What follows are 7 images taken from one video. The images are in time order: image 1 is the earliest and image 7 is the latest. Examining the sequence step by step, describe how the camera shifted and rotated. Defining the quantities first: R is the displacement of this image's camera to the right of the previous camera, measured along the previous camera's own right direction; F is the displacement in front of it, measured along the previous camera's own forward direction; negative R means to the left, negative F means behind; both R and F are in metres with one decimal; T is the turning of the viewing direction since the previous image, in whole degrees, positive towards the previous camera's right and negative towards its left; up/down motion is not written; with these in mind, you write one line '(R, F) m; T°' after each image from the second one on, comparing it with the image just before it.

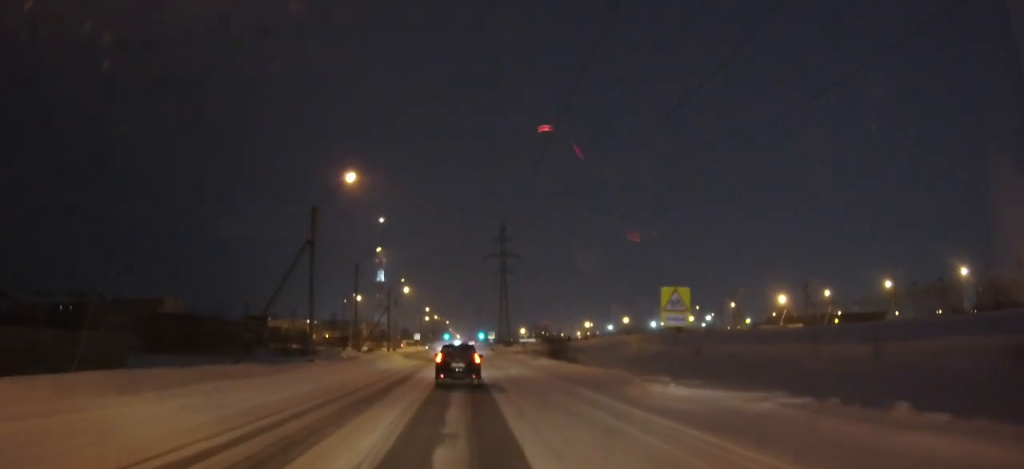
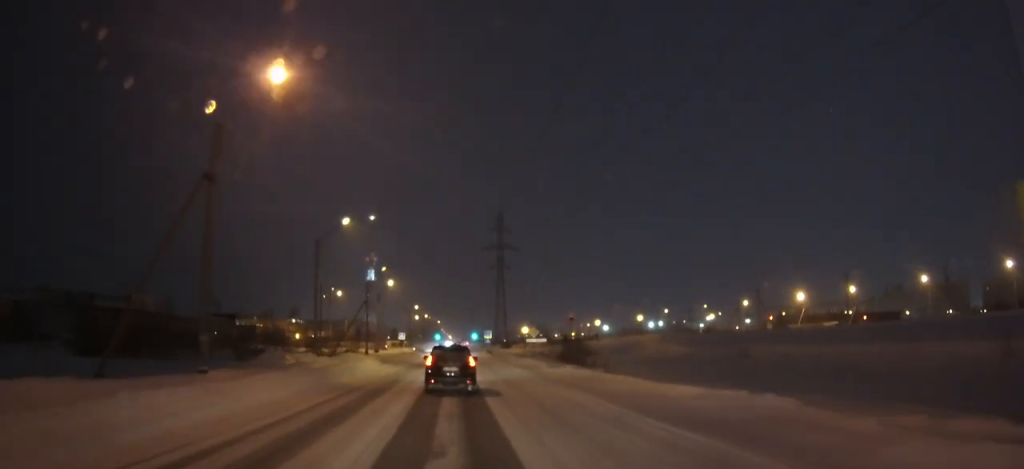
(0.0, +13.6) m; 0°
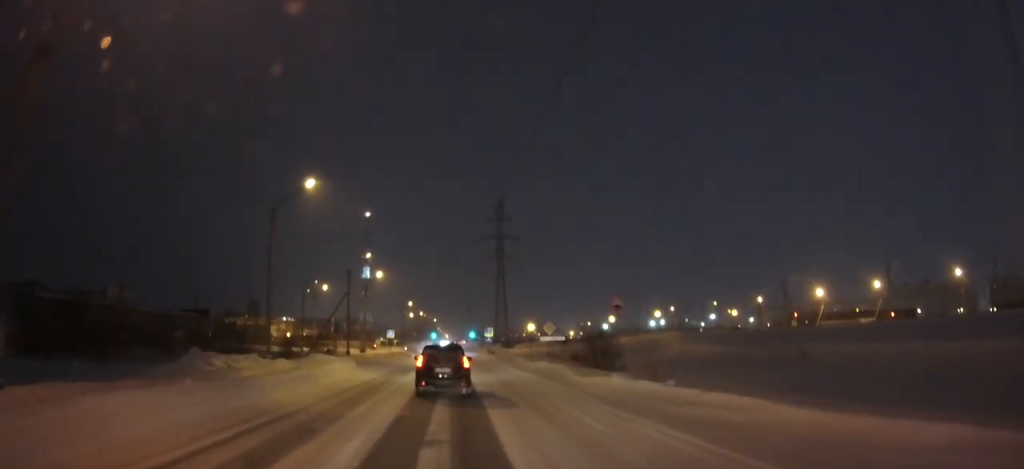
(0.0, +10.3) m; 0°
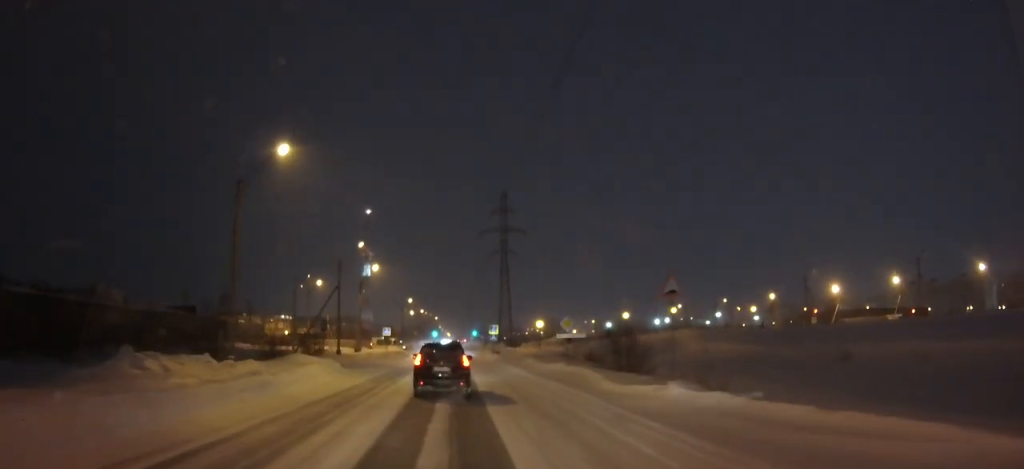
(0.0, +6.0) m; 0°
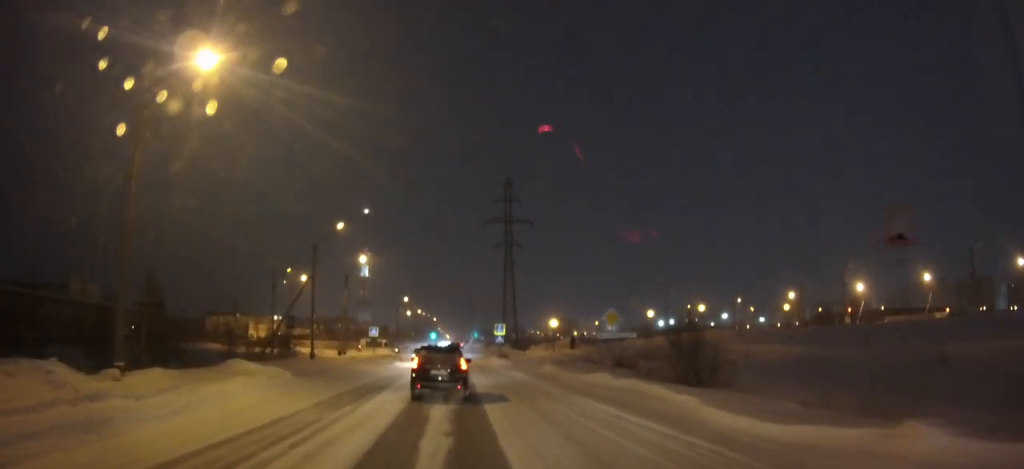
(0.0, +10.3) m; 0°
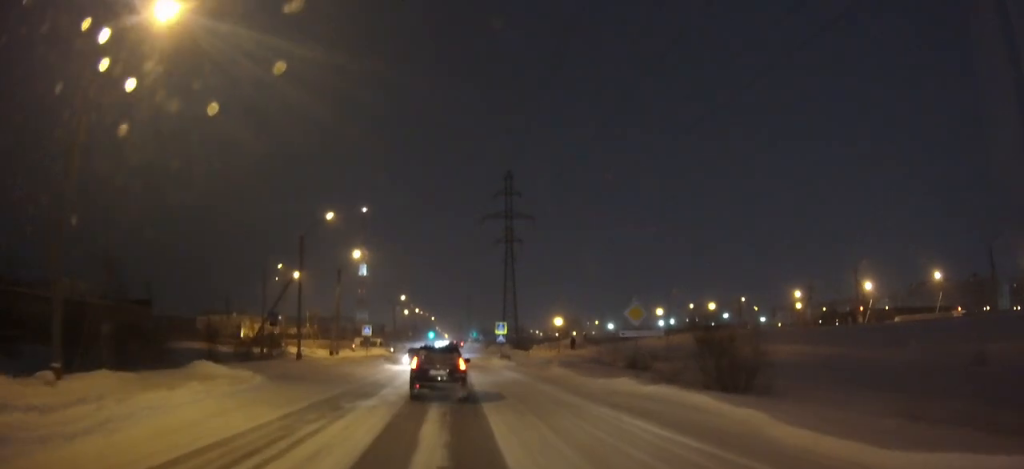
(0.0, +3.7) m; 0°
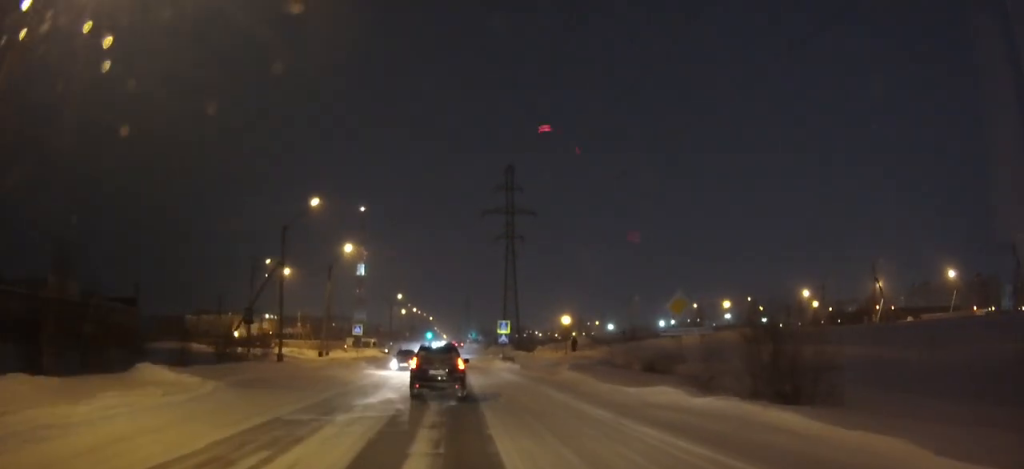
(0.0, +4.7) m; 0°
